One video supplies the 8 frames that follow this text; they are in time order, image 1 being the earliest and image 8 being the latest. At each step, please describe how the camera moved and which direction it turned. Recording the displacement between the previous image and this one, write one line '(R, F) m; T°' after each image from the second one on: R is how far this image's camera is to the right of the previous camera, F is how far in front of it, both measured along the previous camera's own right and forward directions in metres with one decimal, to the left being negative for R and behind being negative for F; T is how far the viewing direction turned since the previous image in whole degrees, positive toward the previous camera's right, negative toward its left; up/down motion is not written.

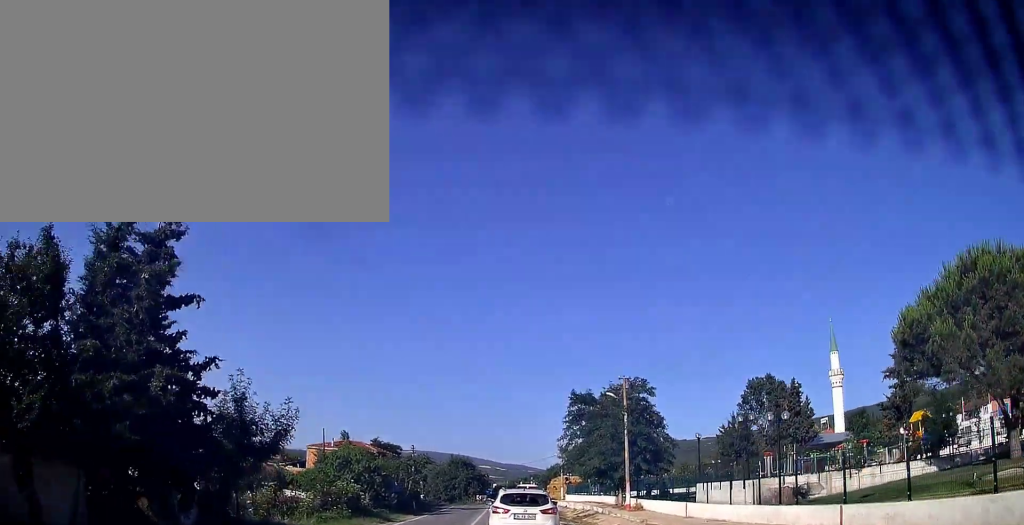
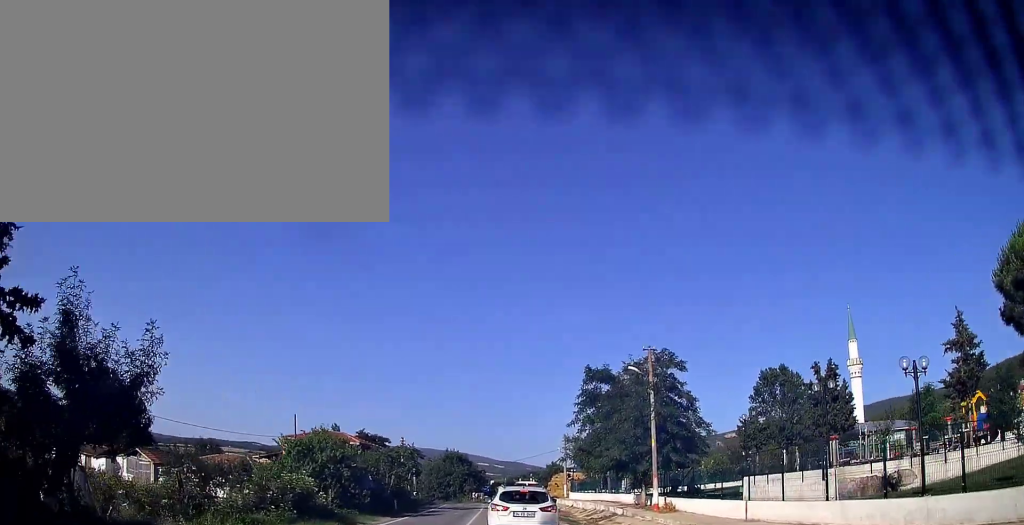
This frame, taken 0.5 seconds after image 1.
(0.0, +6.1) m; 0°
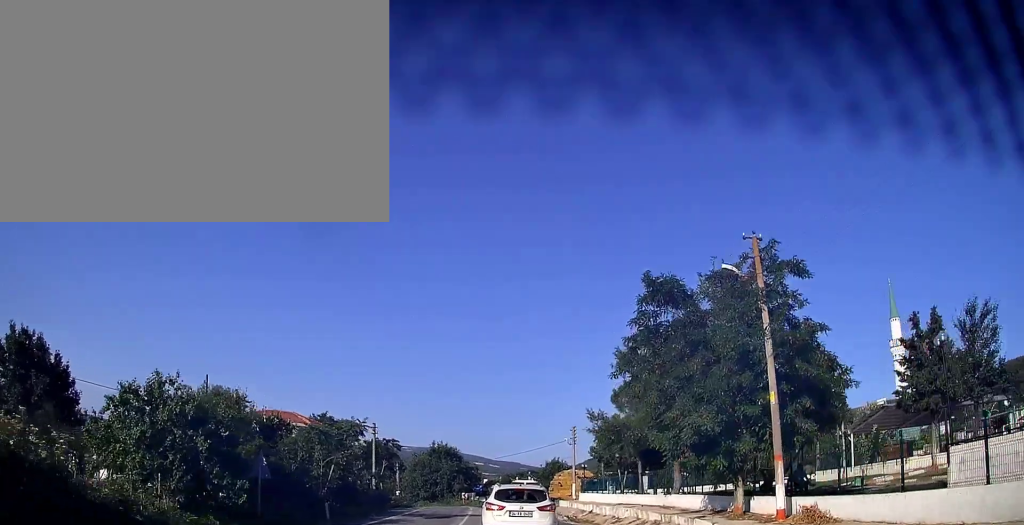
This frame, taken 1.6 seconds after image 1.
(0.0, +13.4) m; 0°
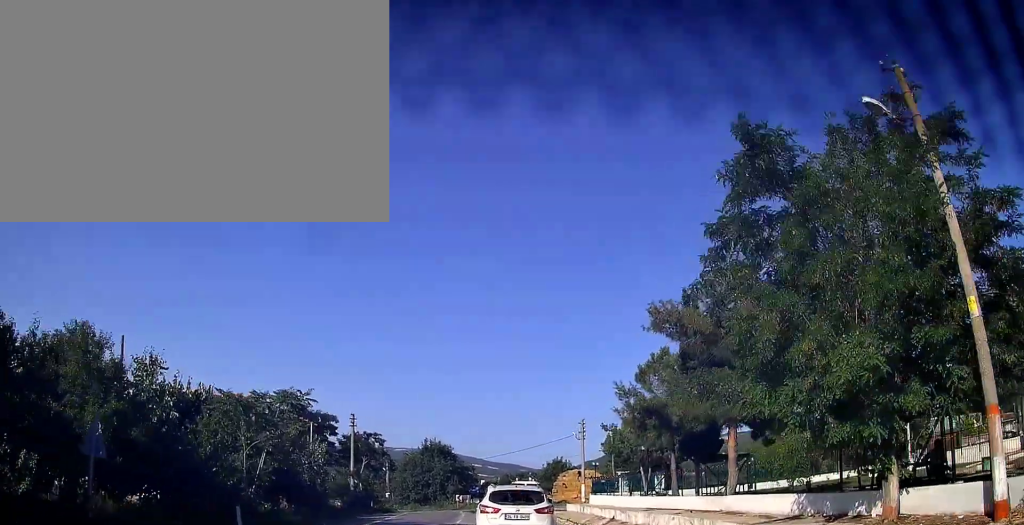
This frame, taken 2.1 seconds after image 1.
(0.0, +7.3) m; 0°
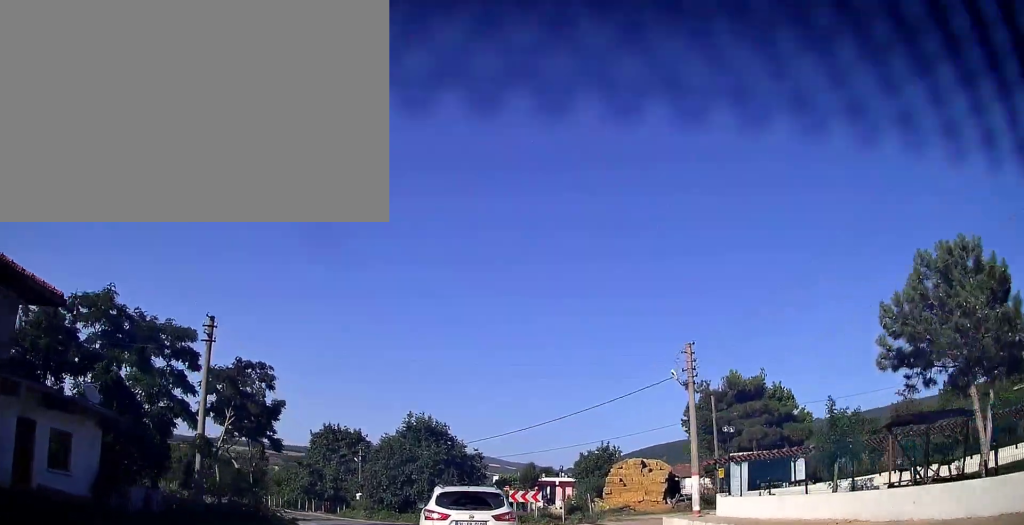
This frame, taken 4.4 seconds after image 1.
(+0.2, +27.9) m; -1°
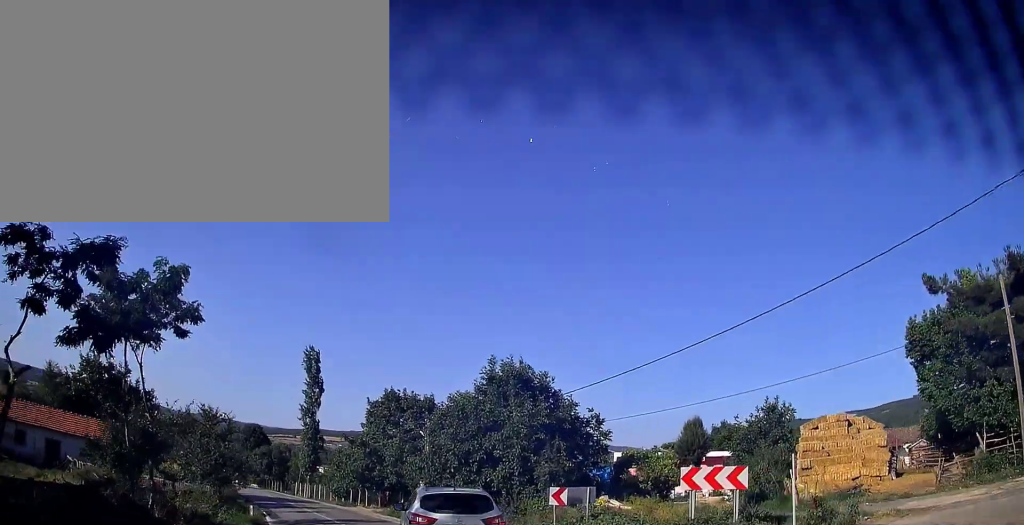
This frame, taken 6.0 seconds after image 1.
(-1.0, +18.9) m; -8°
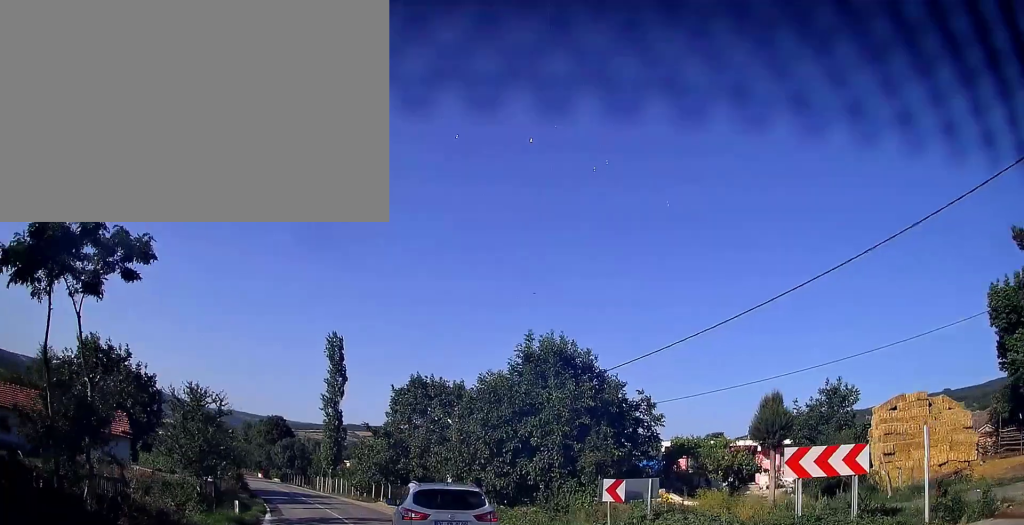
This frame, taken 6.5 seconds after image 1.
(0.0, +4.8) m; -3°
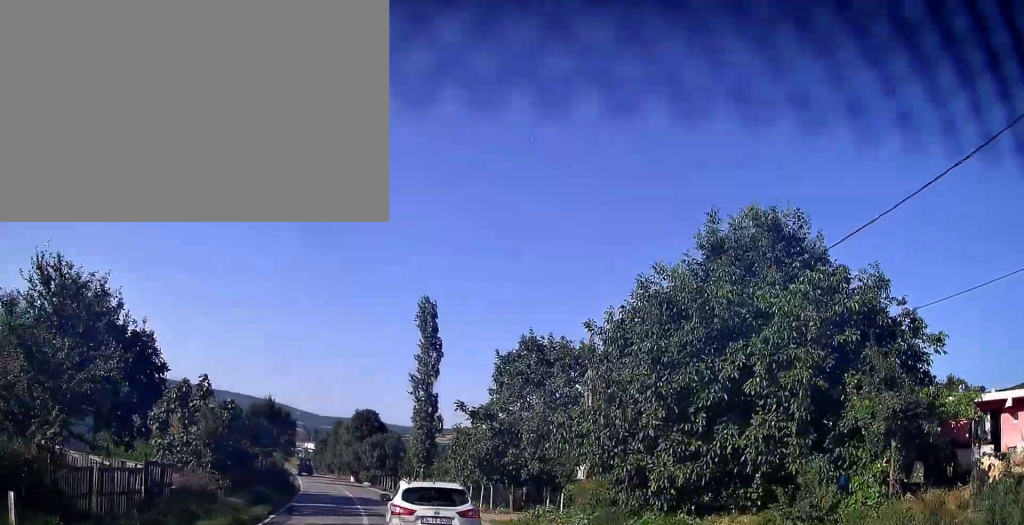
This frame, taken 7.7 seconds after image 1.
(-1.0, +13.6) m; -10°
